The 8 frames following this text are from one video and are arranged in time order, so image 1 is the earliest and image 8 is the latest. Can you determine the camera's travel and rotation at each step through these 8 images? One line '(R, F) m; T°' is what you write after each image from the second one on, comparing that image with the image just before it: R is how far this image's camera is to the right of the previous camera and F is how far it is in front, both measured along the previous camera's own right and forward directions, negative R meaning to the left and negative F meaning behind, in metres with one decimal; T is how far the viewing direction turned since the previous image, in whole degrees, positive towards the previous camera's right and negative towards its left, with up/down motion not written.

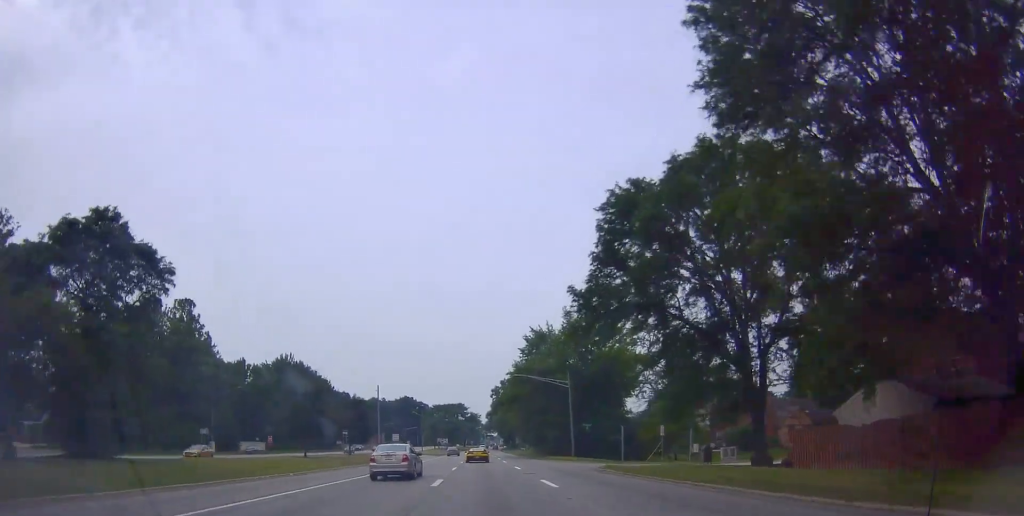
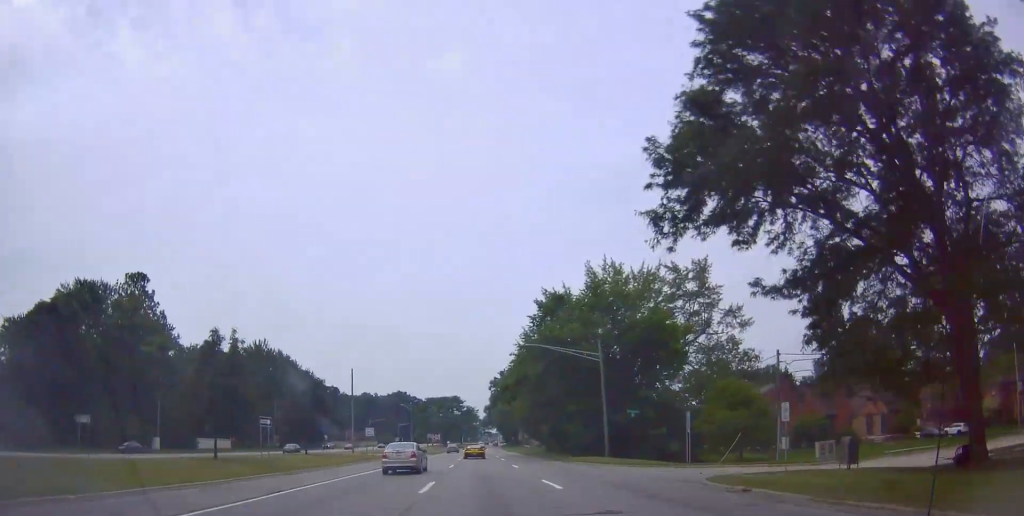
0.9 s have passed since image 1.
(0.0, +17.5) m; 0°
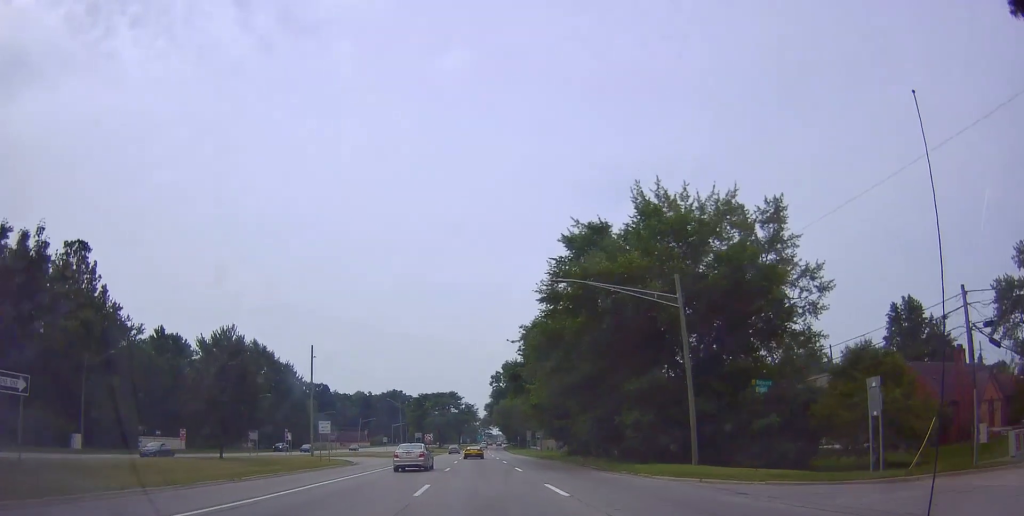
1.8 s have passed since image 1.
(+0.2, +18.4) m; 0°
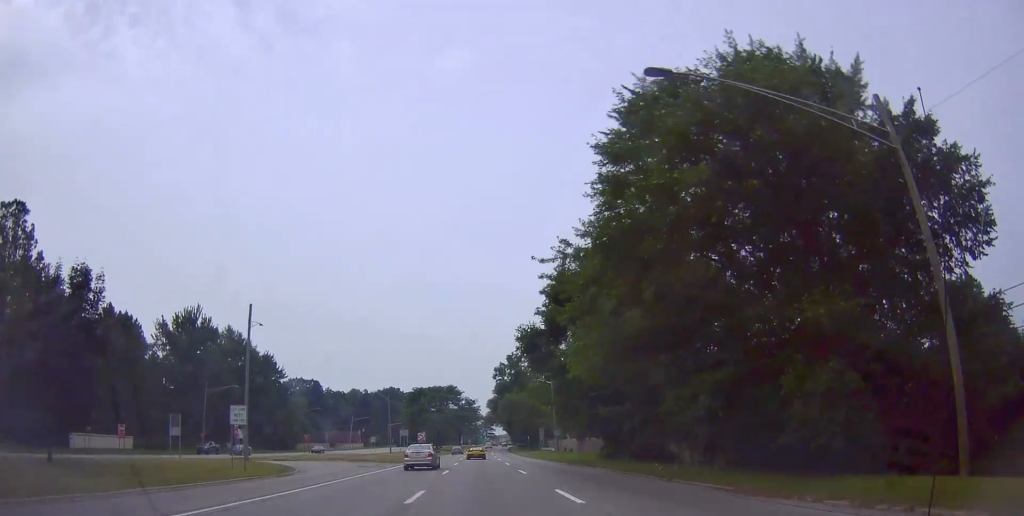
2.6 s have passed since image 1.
(-0.3, +16.5) m; 0°
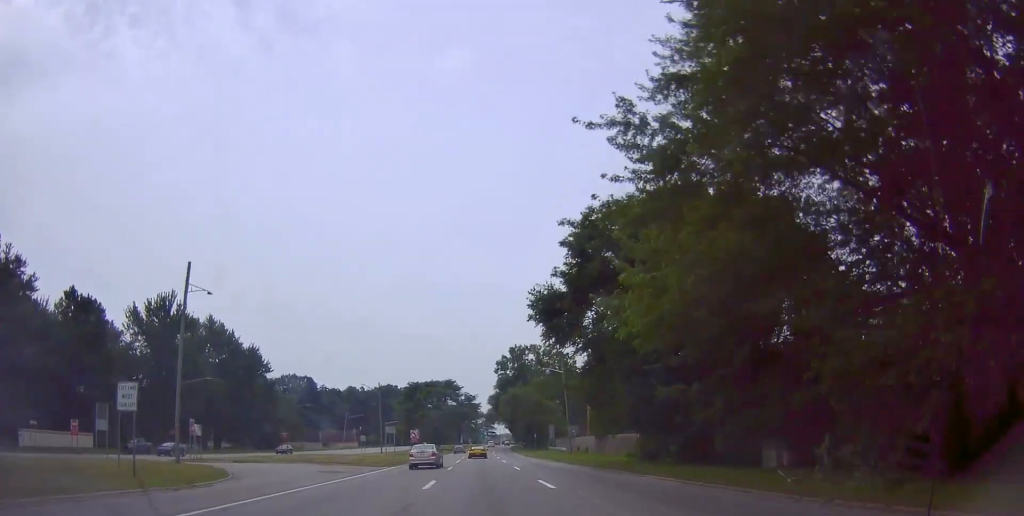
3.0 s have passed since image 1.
(+0.2, +9.5) m; +1°
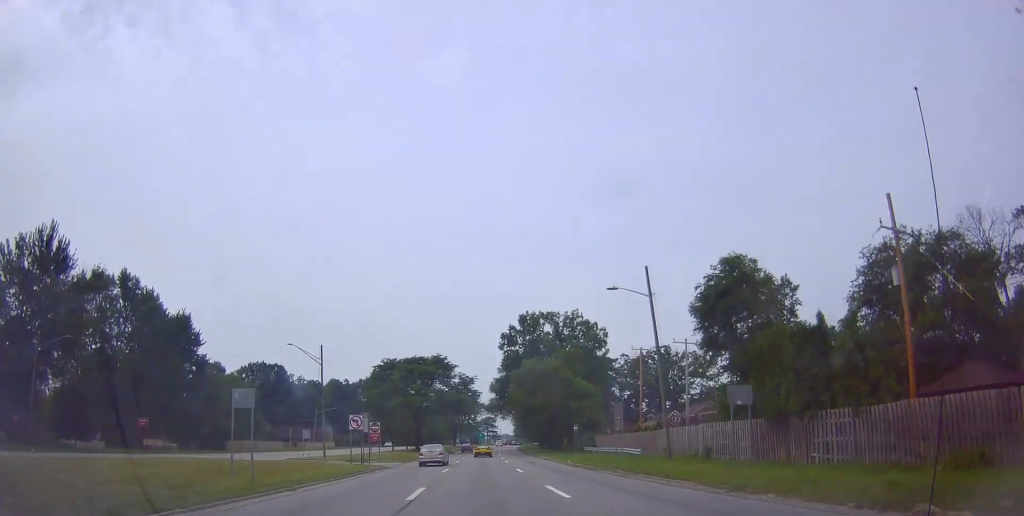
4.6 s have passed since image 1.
(+0.4, +31.2) m; +1°
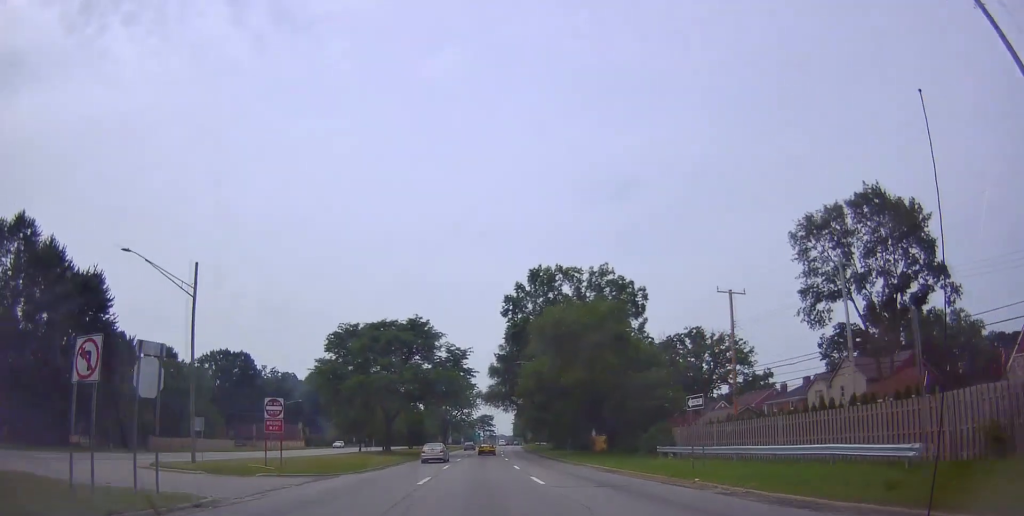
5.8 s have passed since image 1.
(-0.2, +25.3) m; -1°
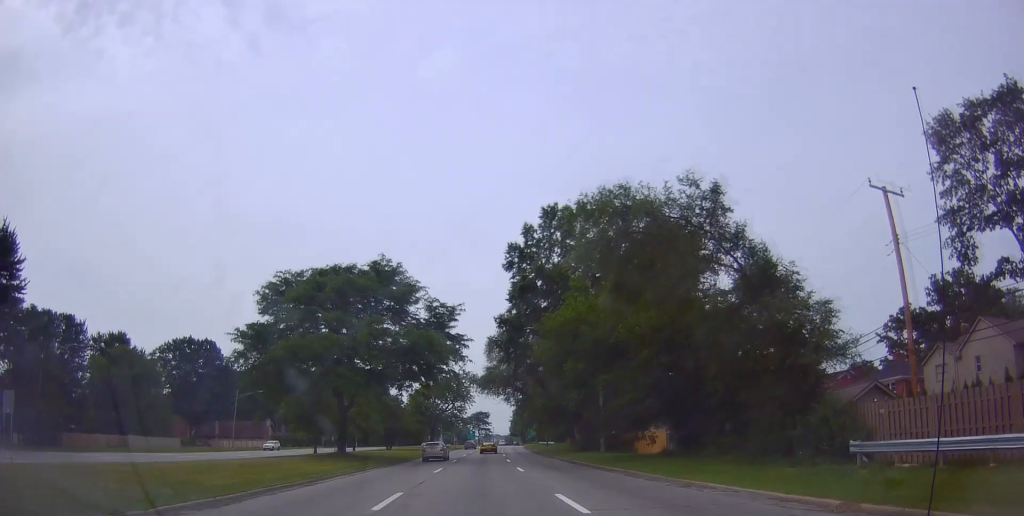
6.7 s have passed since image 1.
(-0.3, +19.7) m; 0°
